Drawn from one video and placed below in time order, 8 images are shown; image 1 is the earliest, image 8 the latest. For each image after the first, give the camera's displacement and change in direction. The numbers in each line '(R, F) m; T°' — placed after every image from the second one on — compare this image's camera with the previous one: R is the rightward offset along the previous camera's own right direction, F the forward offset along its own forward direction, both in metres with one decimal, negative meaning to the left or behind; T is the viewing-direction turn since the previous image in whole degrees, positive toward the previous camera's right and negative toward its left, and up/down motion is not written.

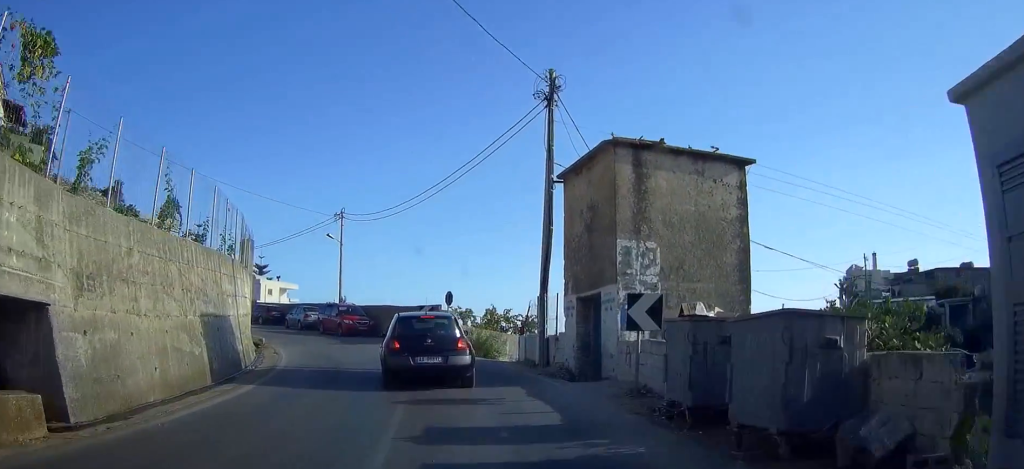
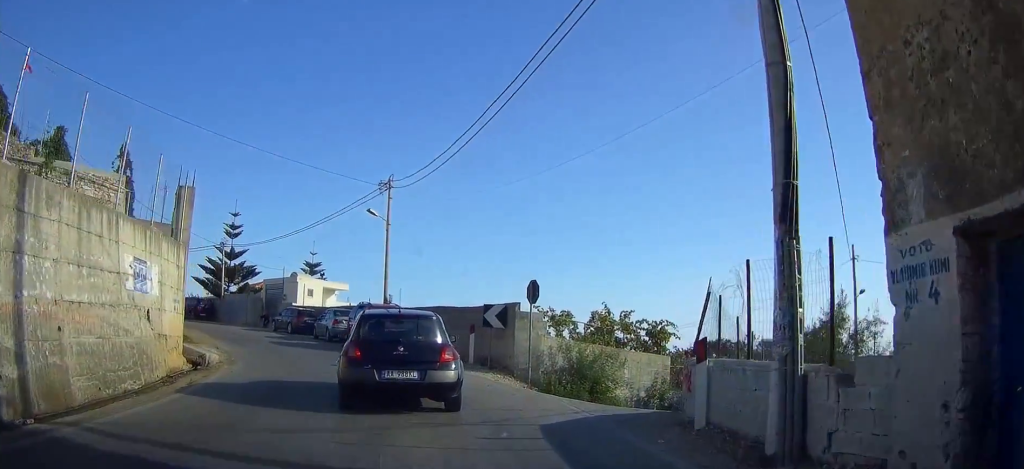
(-1.1, +11.9) m; -9°
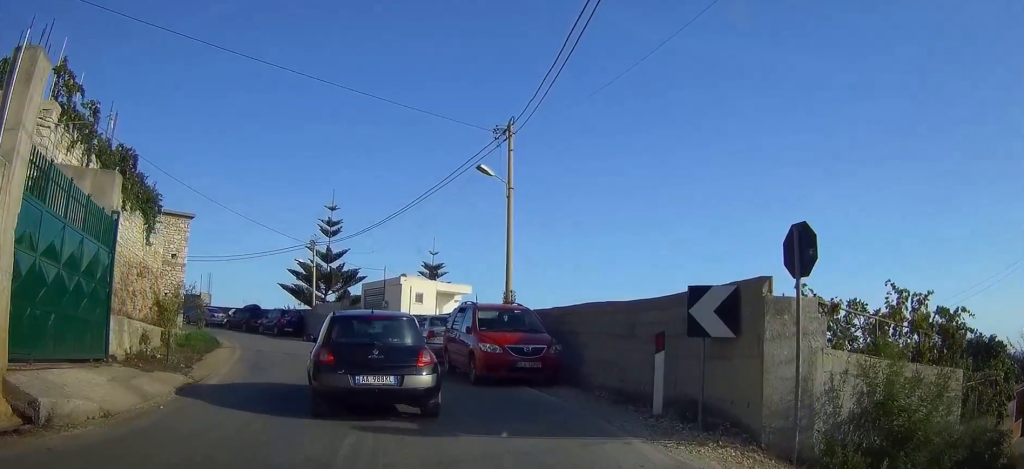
(-1.1, +10.2) m; -13°
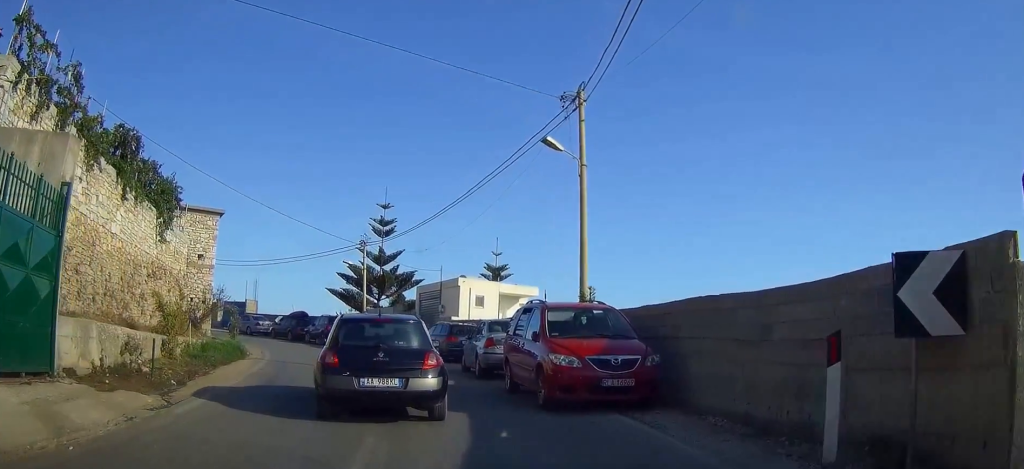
(0.0, +3.4) m; -5°
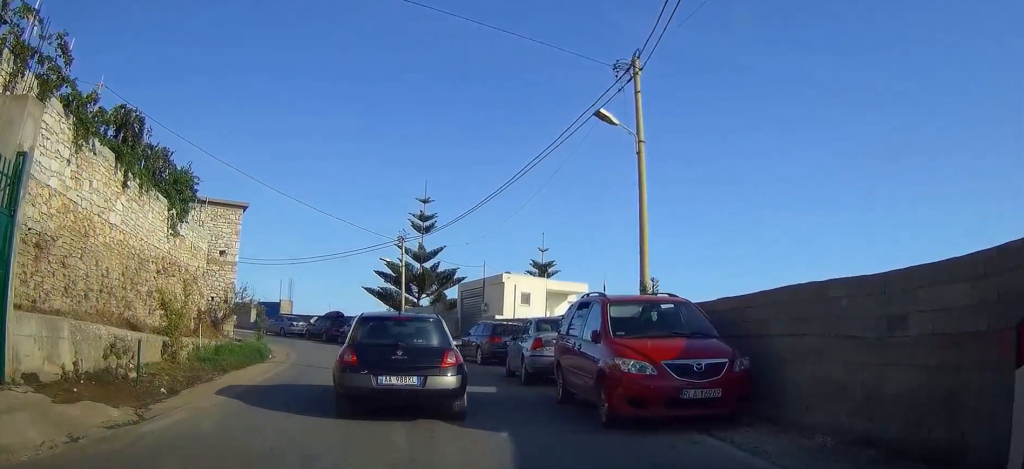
(-0.1, +2.0) m; -3°
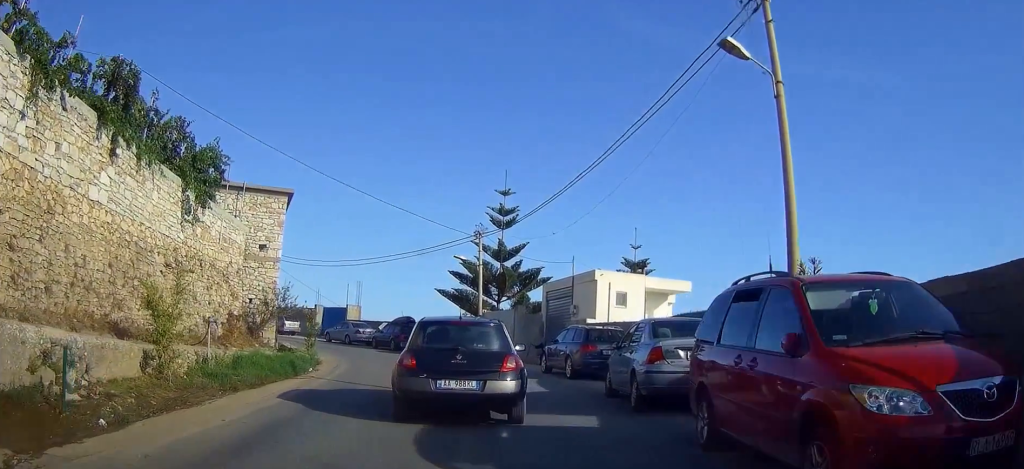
(-0.2, +3.9) m; -6°
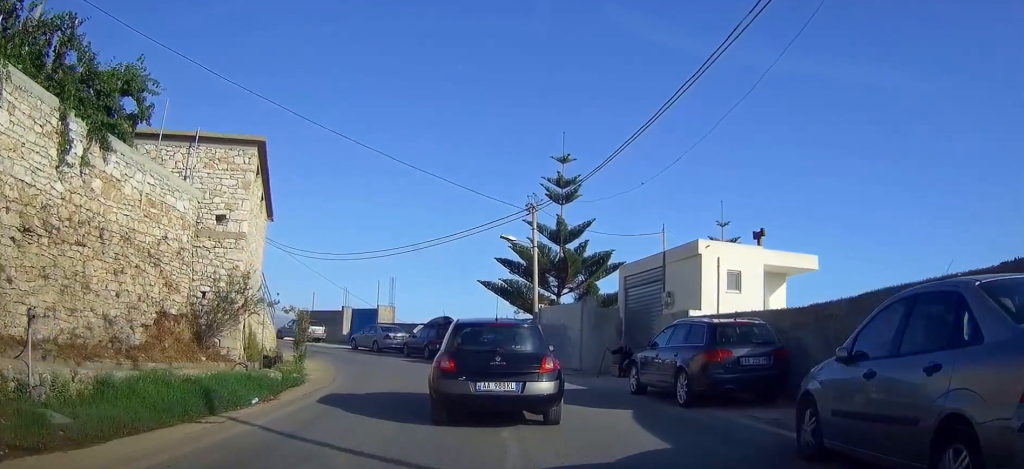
(-0.5, +6.8) m; -6°
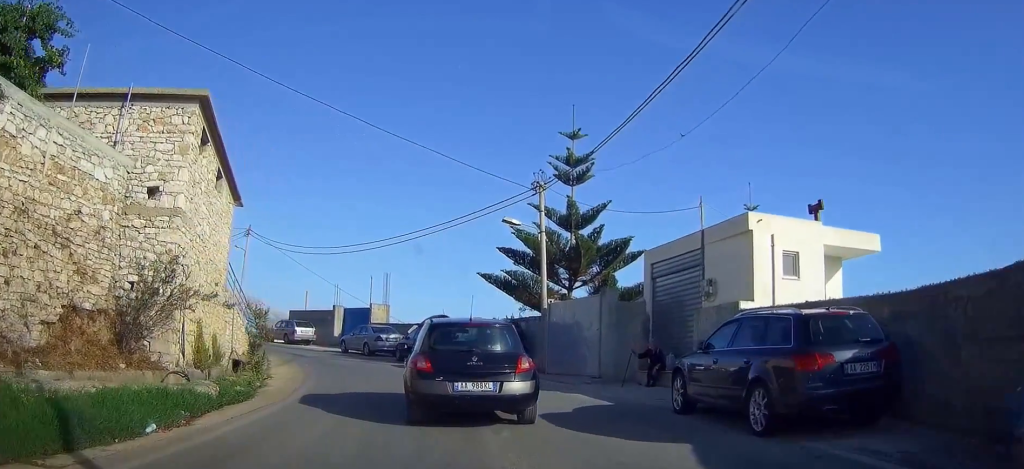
(-0.1, +3.5) m; -1°
